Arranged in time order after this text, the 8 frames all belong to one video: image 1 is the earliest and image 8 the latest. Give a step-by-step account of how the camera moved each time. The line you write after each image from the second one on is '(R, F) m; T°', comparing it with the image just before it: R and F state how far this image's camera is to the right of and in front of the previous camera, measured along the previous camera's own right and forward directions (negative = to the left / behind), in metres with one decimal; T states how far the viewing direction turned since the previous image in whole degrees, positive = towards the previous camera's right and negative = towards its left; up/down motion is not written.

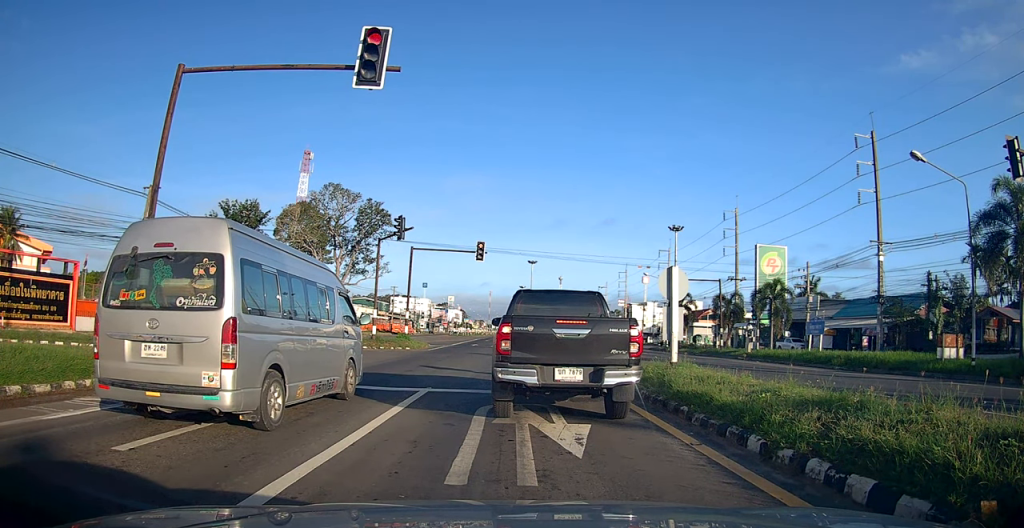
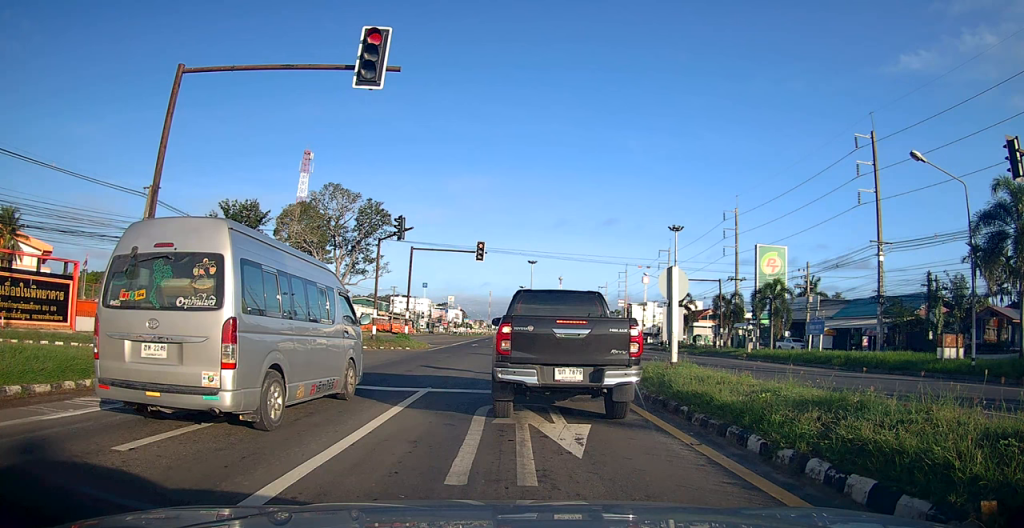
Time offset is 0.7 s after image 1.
(0.0, 0.0) m; 0°
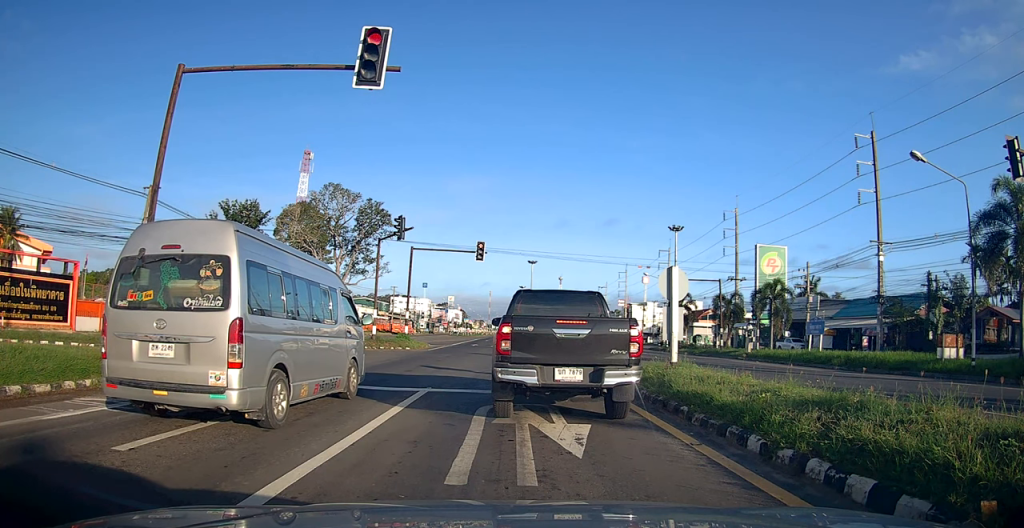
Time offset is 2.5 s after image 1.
(0.0, 0.0) m; 0°
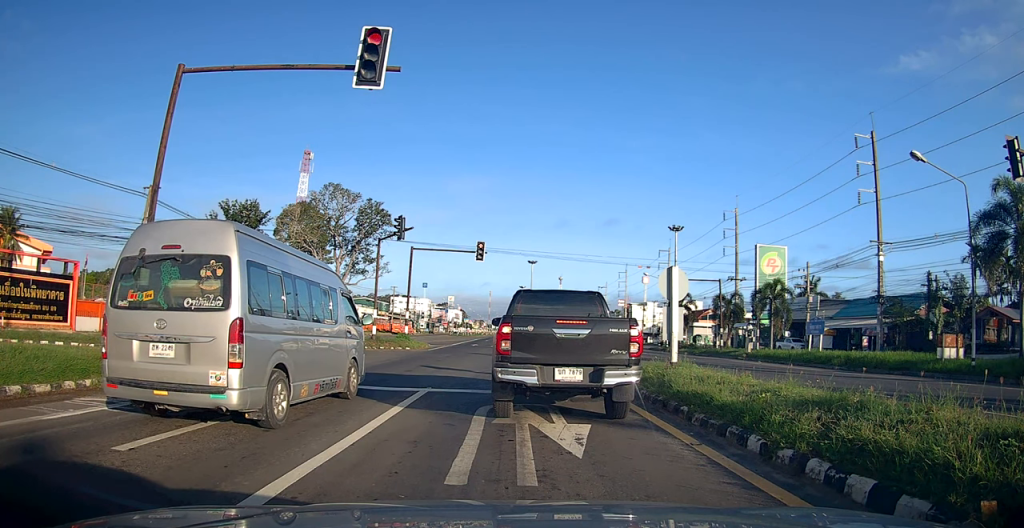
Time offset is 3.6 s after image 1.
(0.0, 0.0) m; 0°
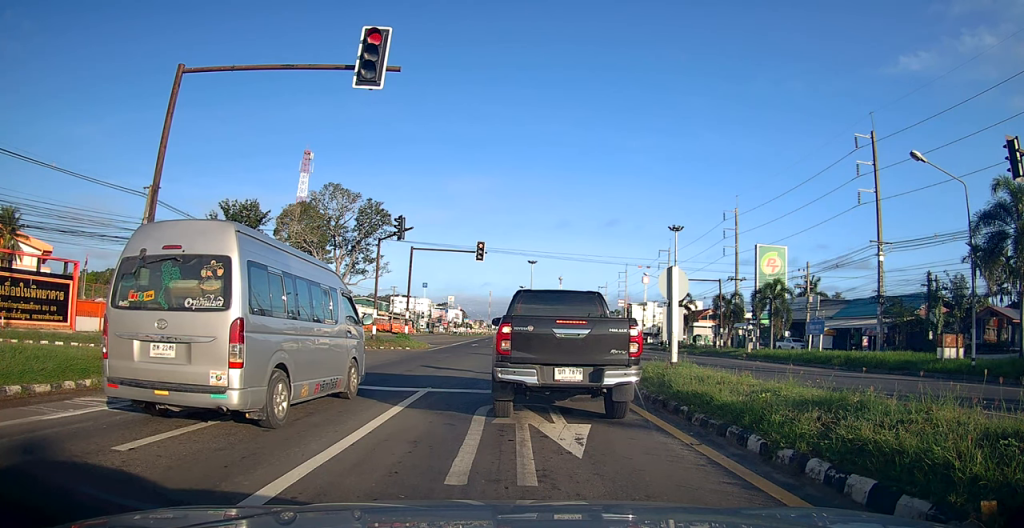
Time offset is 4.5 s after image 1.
(0.0, 0.0) m; 0°
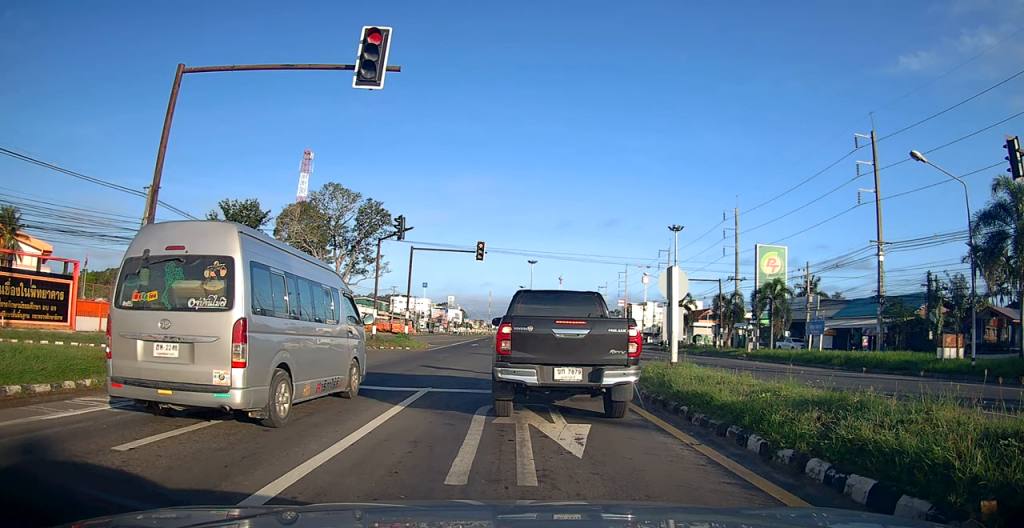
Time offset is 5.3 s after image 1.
(0.0, 0.0) m; 0°
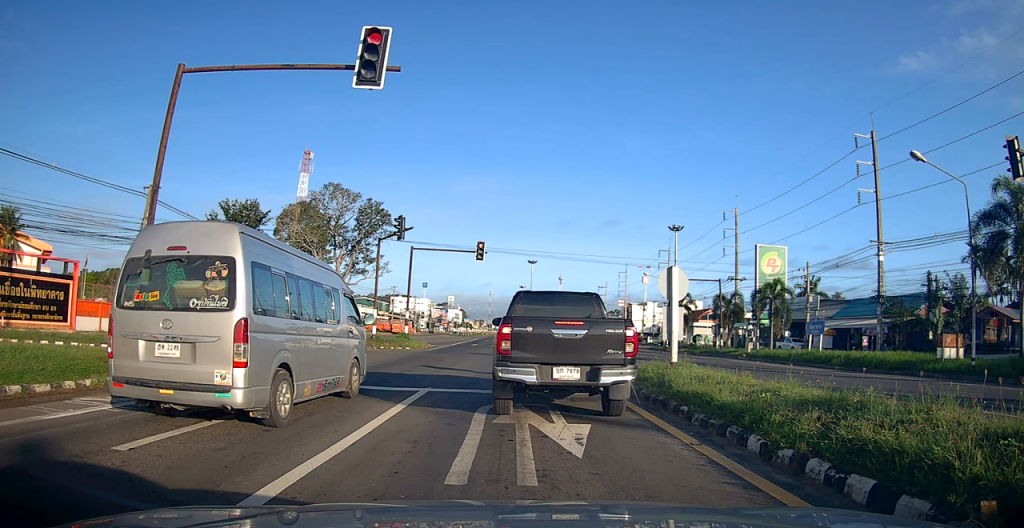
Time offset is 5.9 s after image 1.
(0.0, 0.0) m; 0°
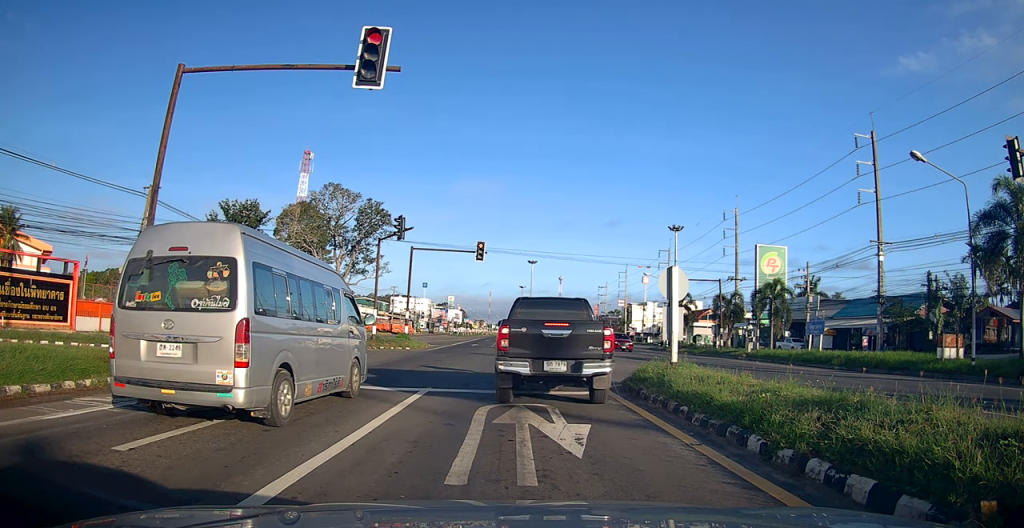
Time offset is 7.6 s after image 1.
(0.0, 0.0) m; 0°
